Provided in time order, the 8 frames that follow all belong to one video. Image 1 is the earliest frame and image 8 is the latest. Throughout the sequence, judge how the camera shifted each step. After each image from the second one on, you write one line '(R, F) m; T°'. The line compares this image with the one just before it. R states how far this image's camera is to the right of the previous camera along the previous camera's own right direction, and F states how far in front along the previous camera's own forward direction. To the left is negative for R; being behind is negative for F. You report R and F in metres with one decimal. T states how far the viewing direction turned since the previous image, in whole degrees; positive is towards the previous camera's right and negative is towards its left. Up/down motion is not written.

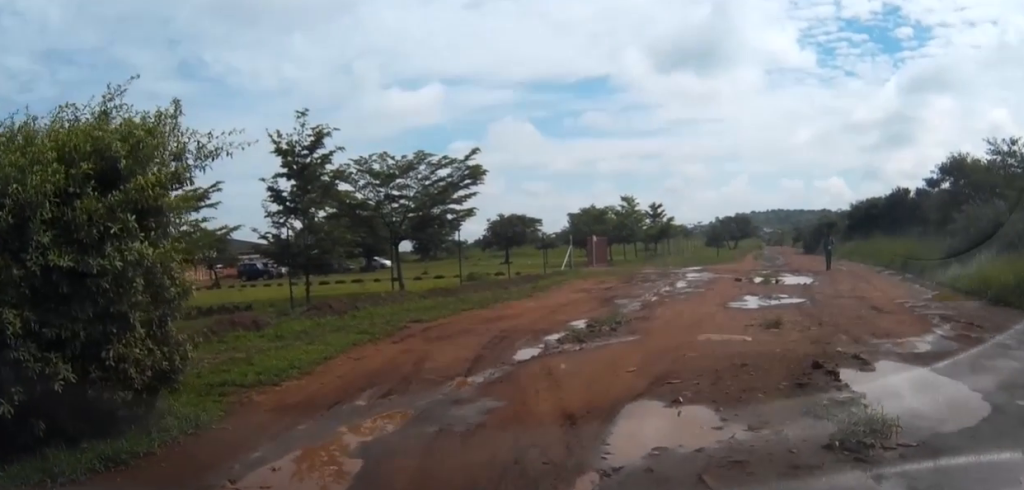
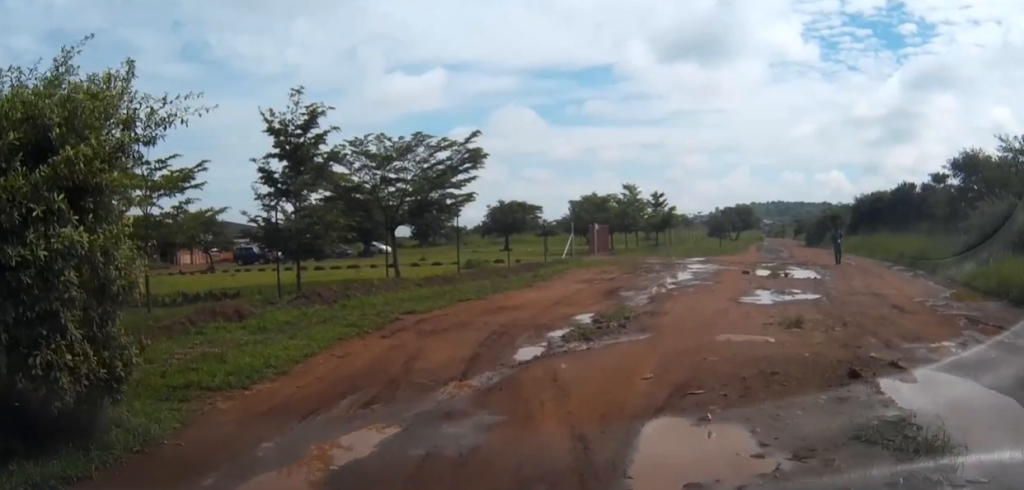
(0.0, +0.8) m; -1°
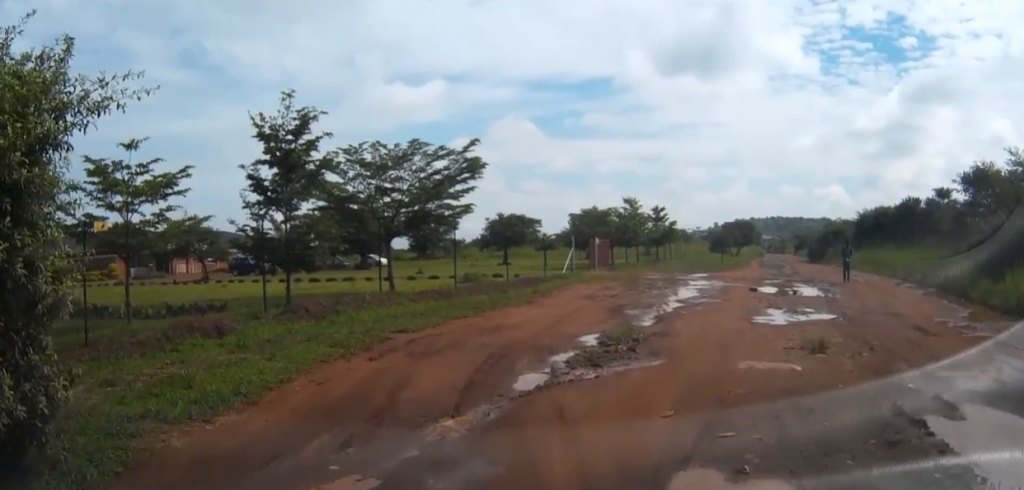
(-0.1, +0.9) m; -1°
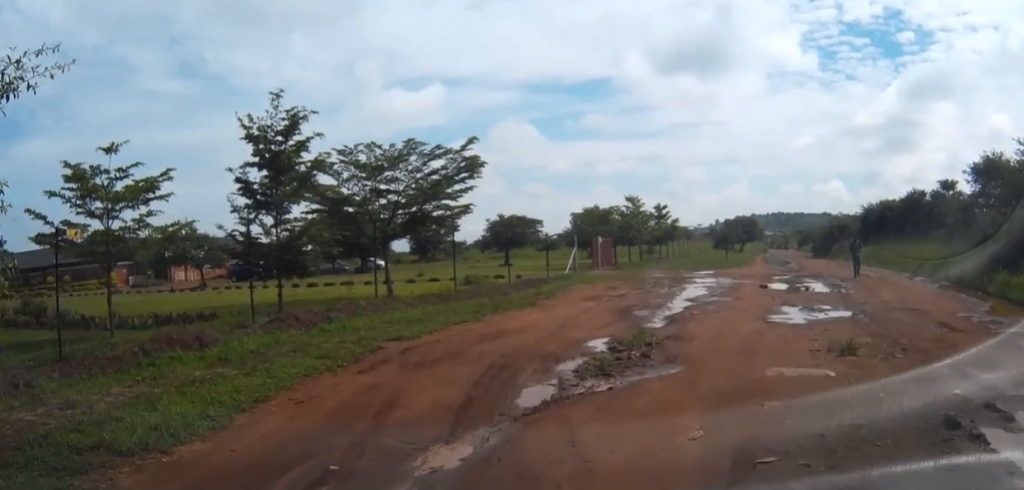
(0.0, +0.9) m; 0°
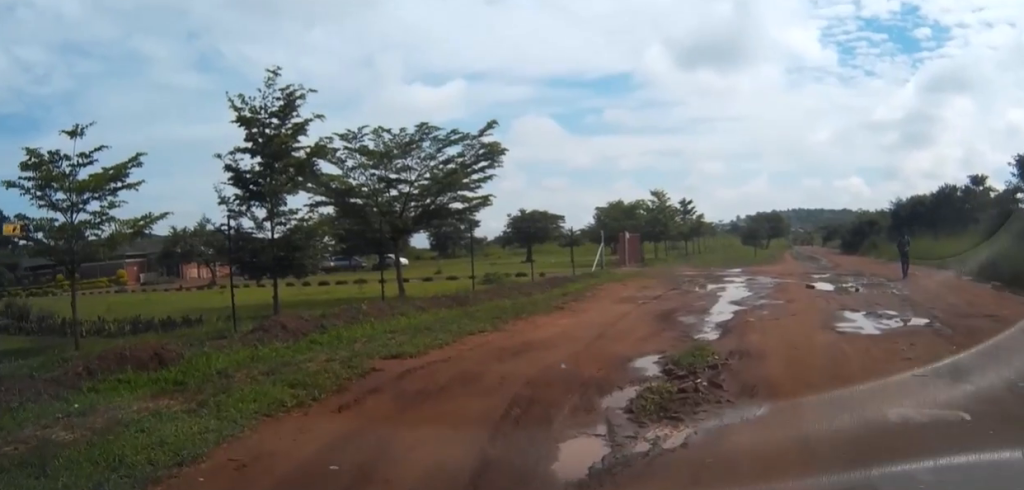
(+0.1, +2.2) m; +1°
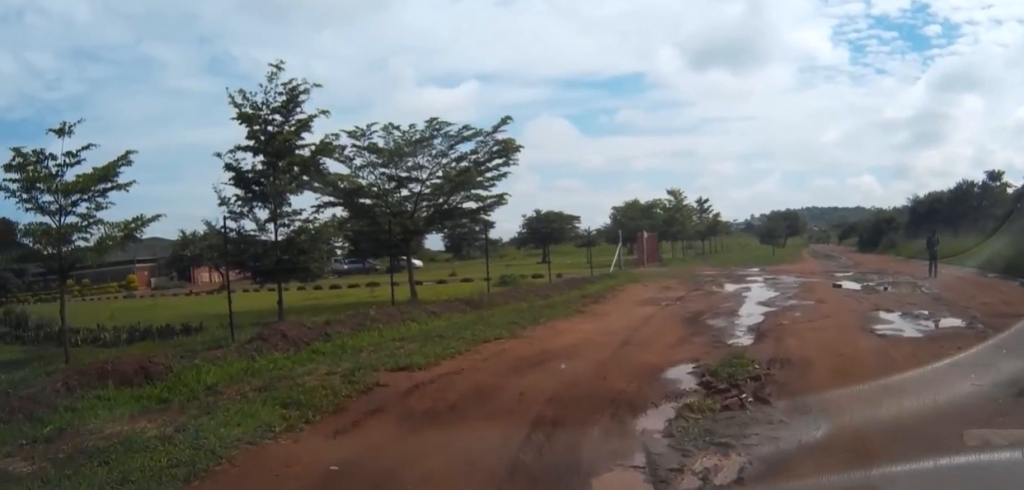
(0.0, +0.9) m; -2°
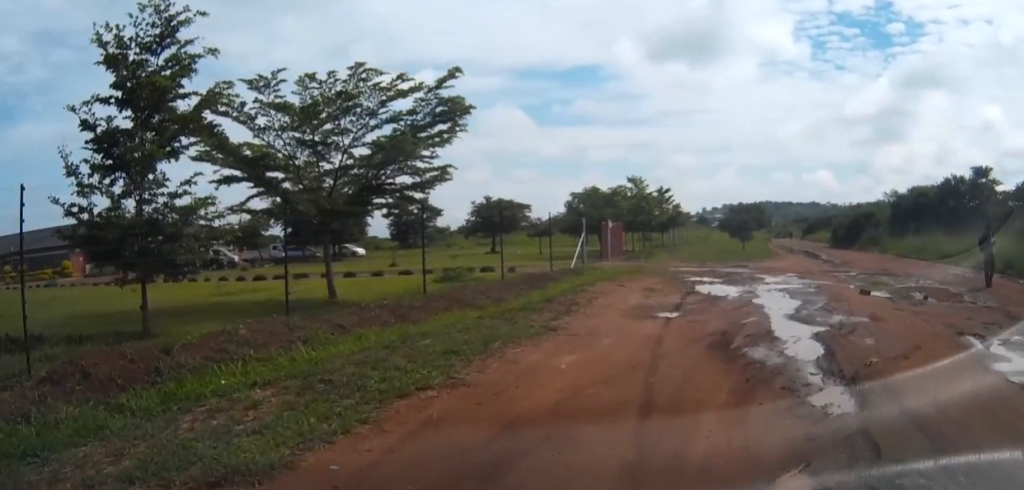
(+0.3, +4.6) m; +9°
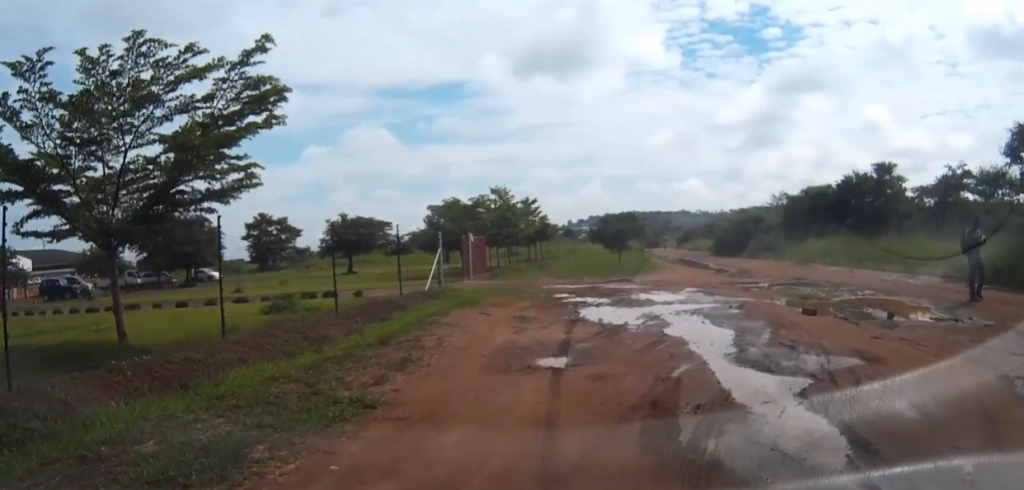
(+0.1, +4.0) m; +7°
